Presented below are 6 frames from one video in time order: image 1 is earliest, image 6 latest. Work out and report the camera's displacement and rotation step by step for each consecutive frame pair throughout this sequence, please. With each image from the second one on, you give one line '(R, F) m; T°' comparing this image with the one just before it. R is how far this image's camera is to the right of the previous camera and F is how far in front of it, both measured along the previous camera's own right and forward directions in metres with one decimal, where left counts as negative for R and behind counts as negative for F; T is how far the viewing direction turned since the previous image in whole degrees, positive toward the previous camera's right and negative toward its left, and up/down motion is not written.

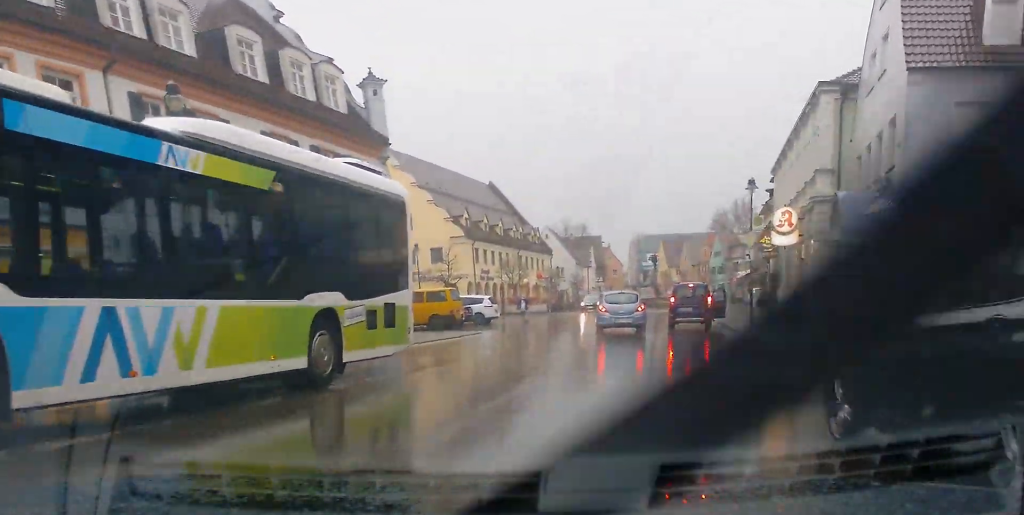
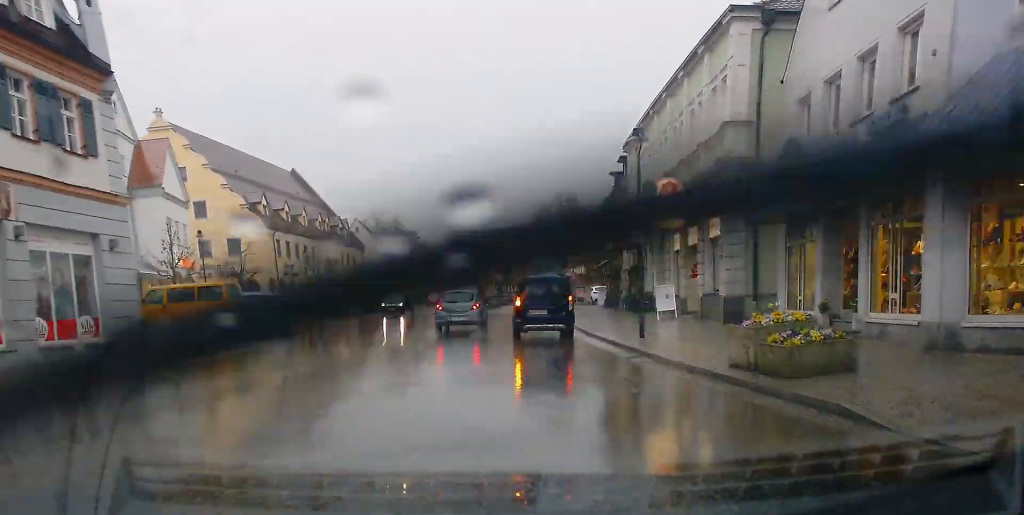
(+0.8, +8.5) m; +10°
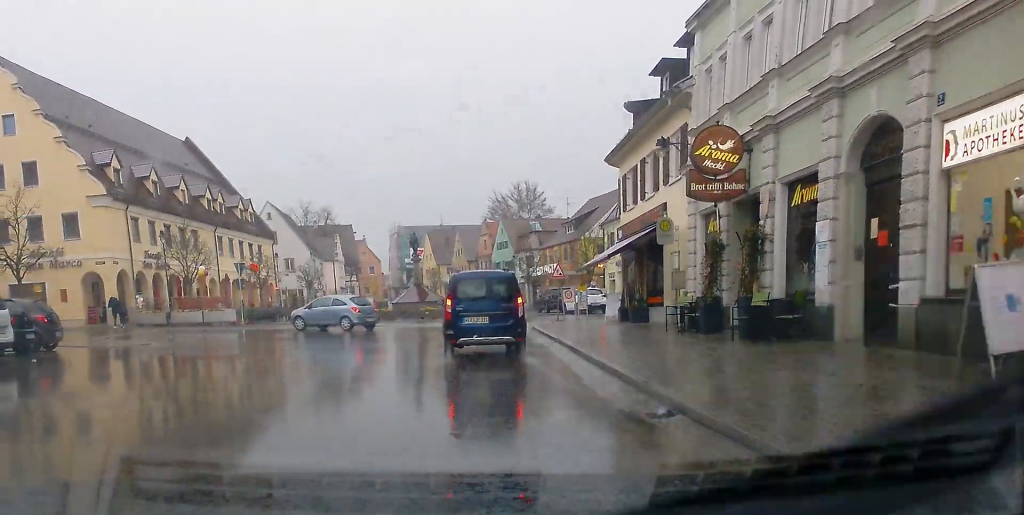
(+1.5, +23.2) m; +2°
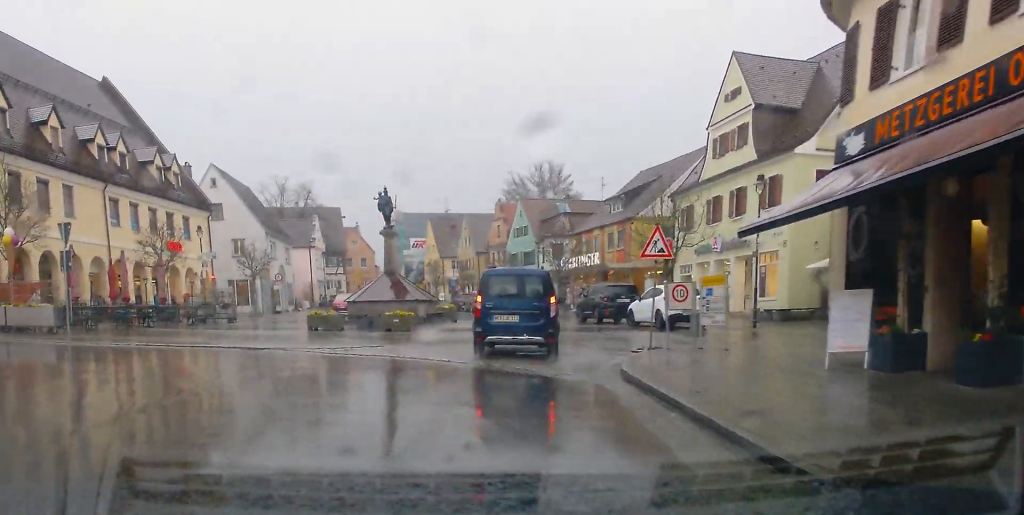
(-0.4, +17.9) m; -12°
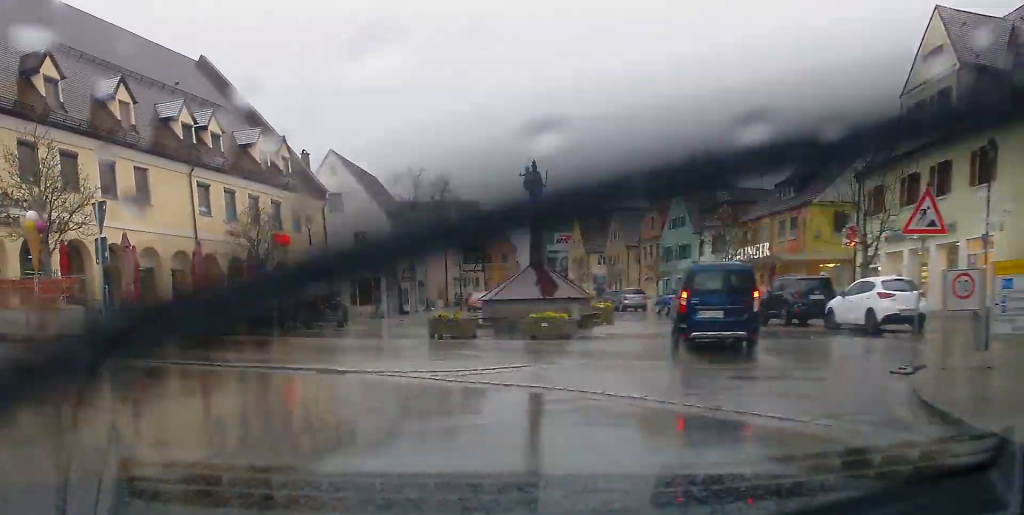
(-0.7, +5.1) m; -16°
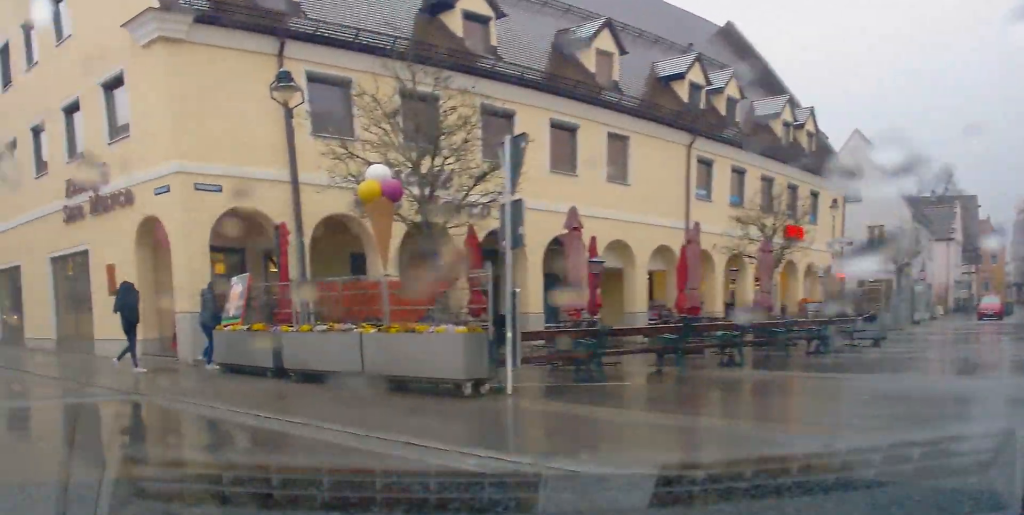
(-2.3, +8.8) m; -35°
